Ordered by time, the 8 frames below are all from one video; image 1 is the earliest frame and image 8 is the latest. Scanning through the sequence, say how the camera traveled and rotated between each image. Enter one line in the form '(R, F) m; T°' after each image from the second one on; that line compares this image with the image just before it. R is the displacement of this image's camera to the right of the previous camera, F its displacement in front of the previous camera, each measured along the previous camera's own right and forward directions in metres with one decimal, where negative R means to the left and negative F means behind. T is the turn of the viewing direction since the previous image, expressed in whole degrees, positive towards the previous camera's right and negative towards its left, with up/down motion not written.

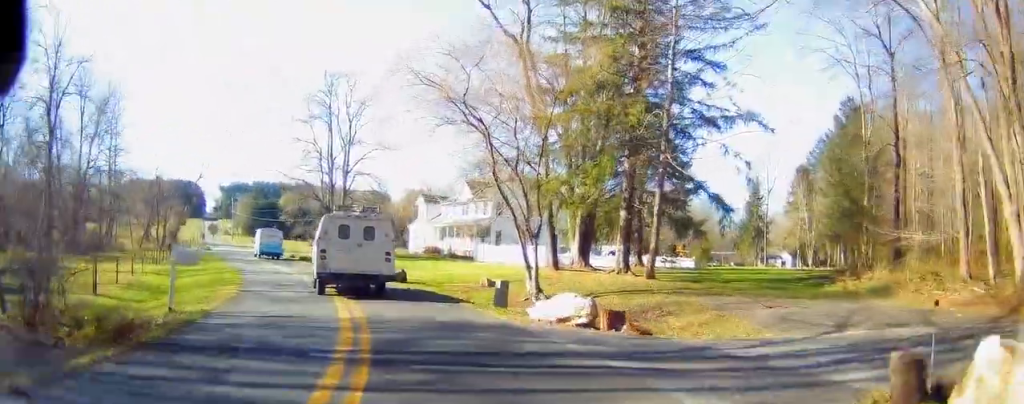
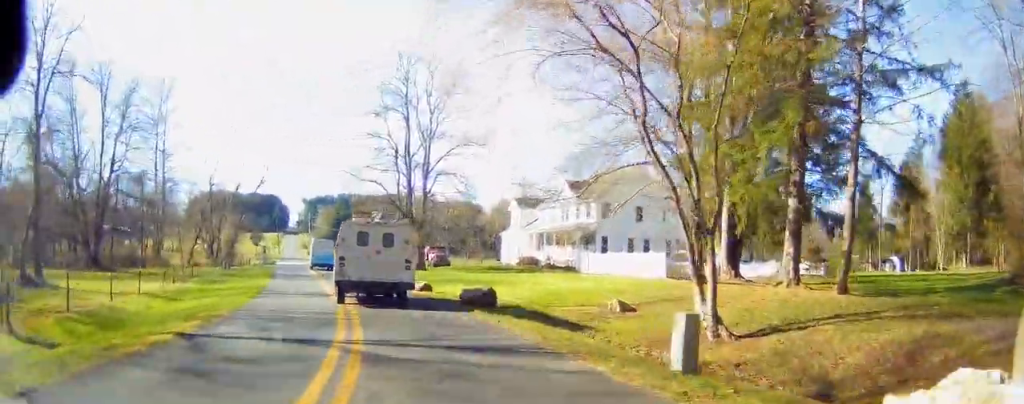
(-0.4, +10.1) m; -6°
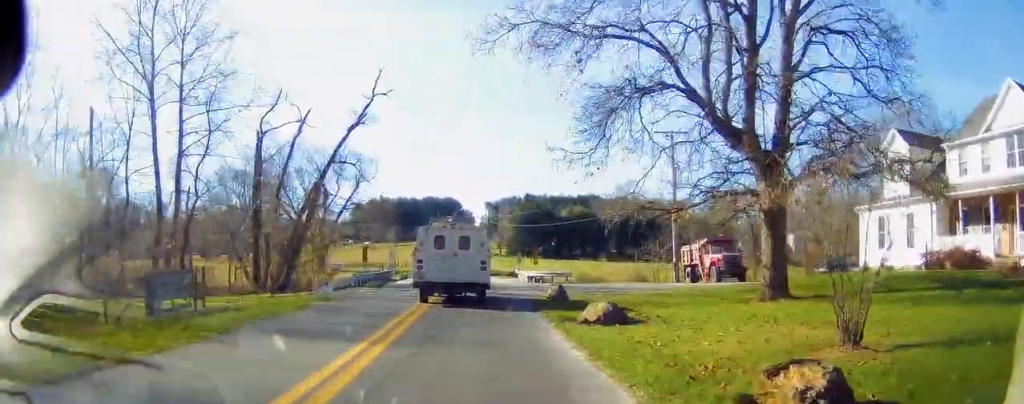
(-7.9, +41.0) m; -15°
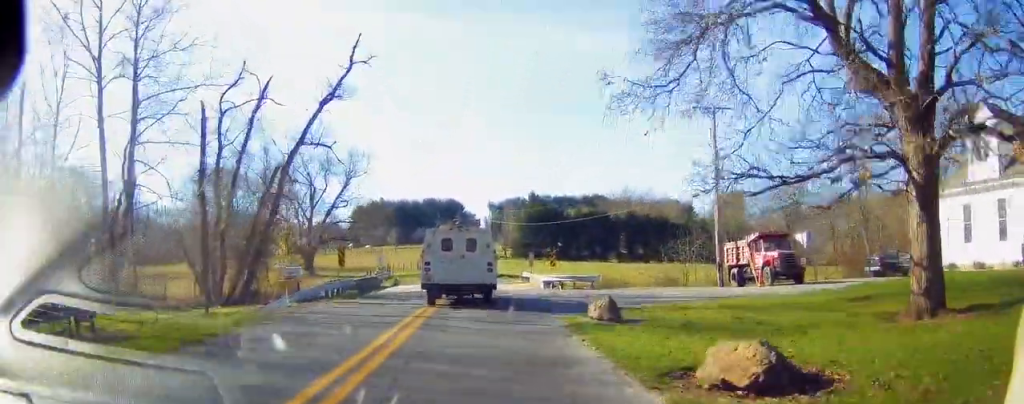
(0.0, +8.0) m; 0°
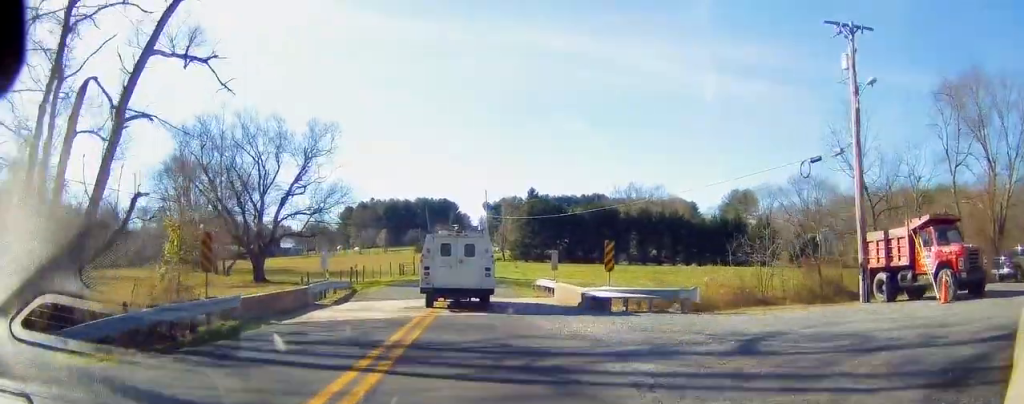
(0.0, +15.7) m; 0°
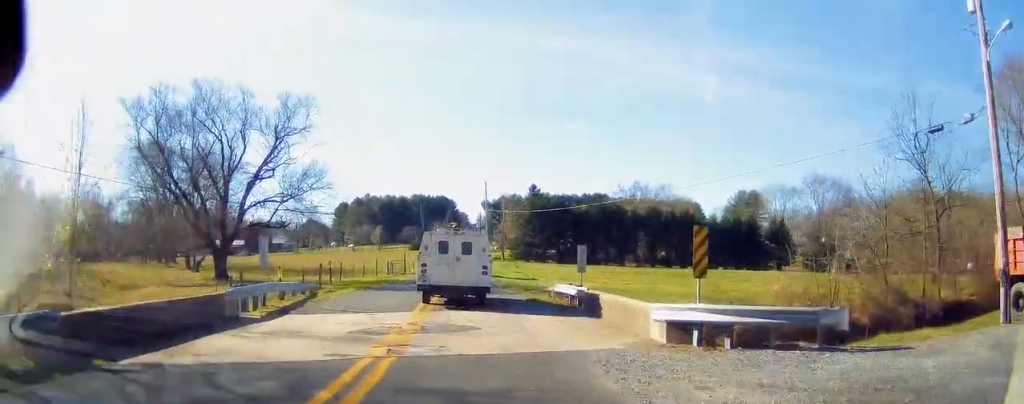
(0.0, +8.2) m; 0°
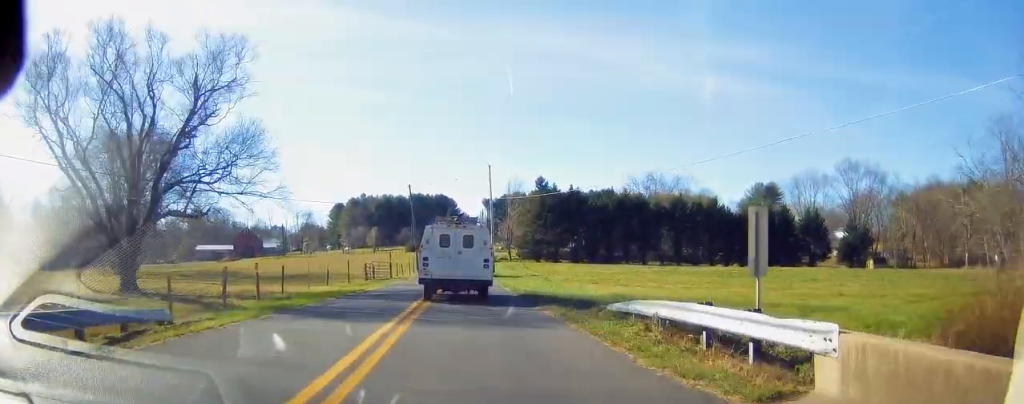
(0.0, +14.4) m; +1°
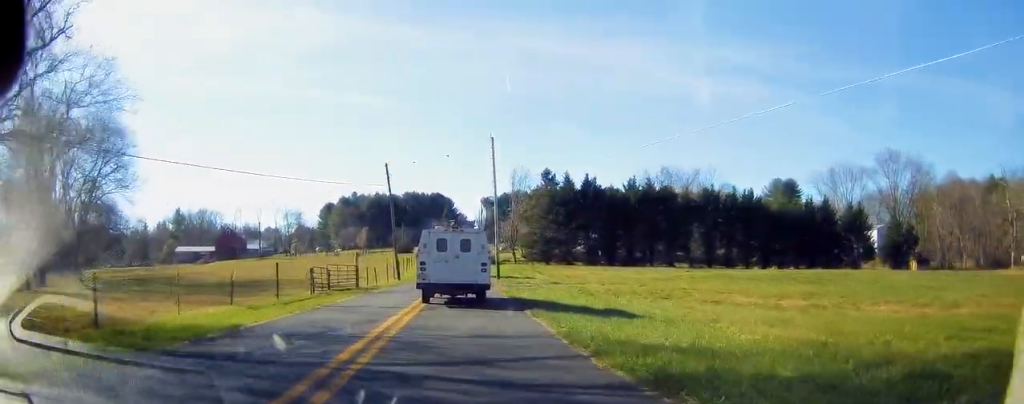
(+0.3, +16.0) m; 0°
